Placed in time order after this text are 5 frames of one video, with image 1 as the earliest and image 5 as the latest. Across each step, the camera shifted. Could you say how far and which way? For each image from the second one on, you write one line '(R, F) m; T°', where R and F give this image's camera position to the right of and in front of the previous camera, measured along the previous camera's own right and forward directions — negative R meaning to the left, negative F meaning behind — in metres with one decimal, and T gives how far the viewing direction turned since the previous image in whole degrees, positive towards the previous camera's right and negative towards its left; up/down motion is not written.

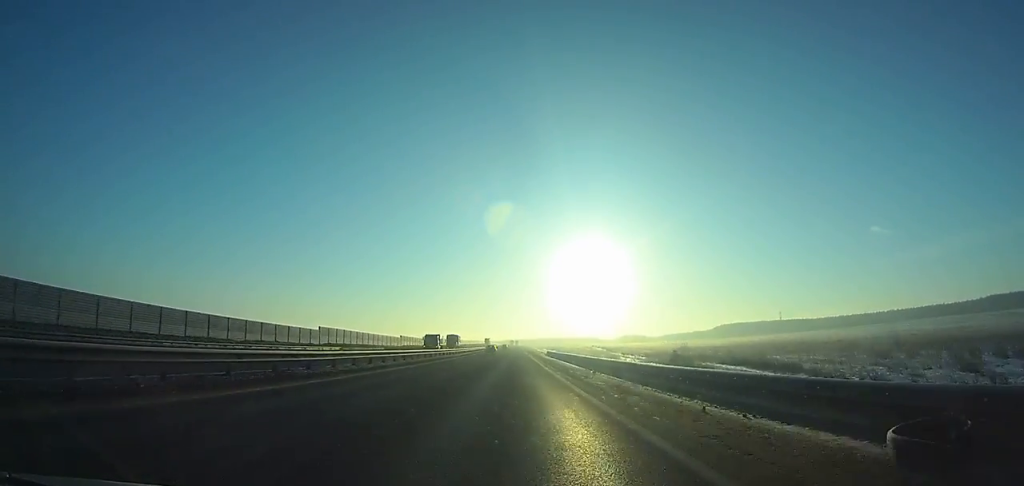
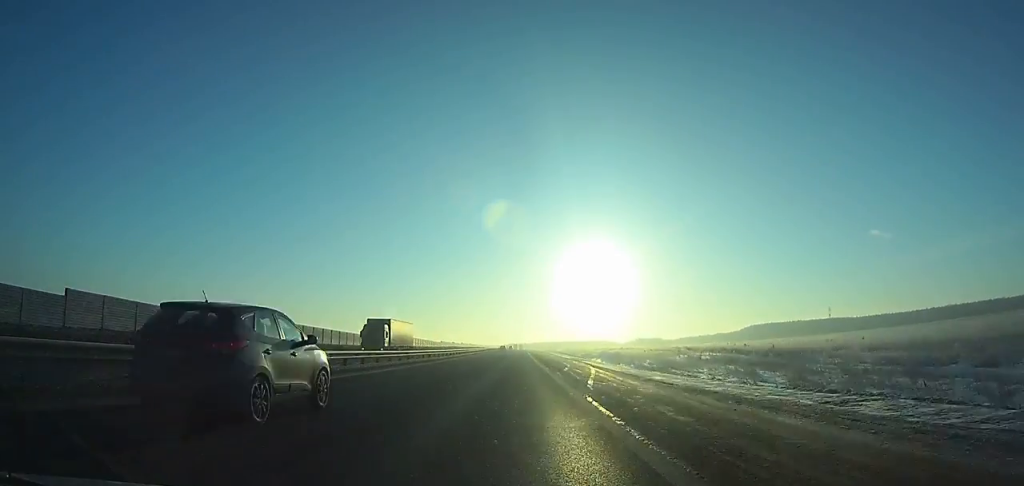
(-0.2, +123.6) m; 0°
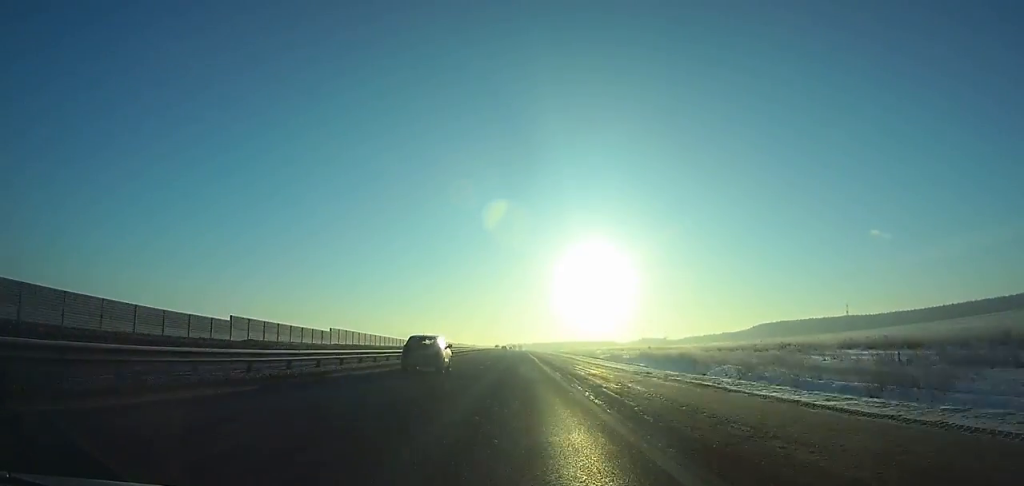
(0.0, +42.3) m; 0°
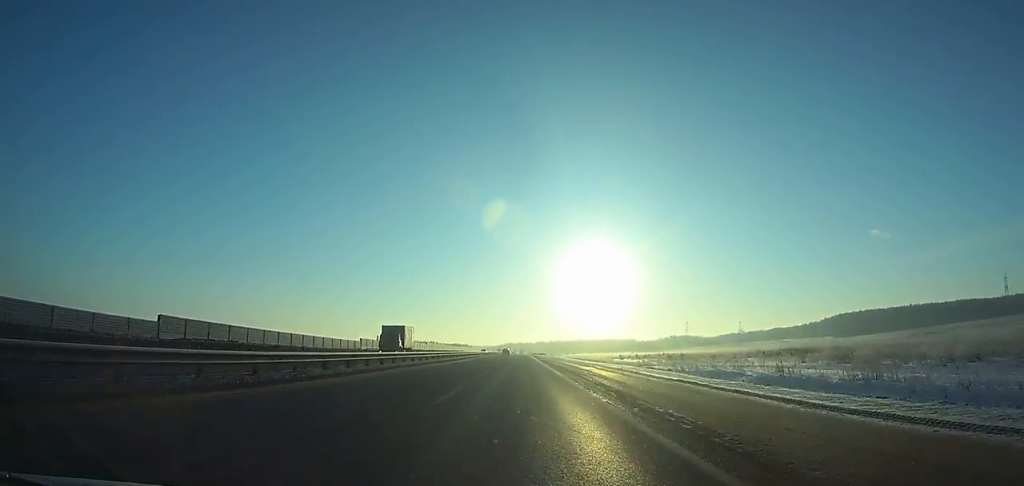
(-0.8, +242.0) m; 0°
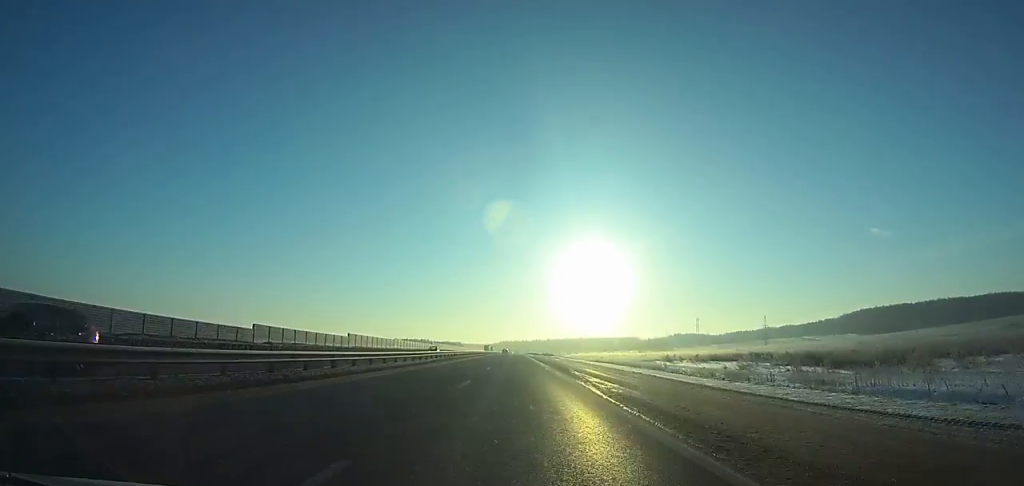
(0.0, +59.9) m; 0°
